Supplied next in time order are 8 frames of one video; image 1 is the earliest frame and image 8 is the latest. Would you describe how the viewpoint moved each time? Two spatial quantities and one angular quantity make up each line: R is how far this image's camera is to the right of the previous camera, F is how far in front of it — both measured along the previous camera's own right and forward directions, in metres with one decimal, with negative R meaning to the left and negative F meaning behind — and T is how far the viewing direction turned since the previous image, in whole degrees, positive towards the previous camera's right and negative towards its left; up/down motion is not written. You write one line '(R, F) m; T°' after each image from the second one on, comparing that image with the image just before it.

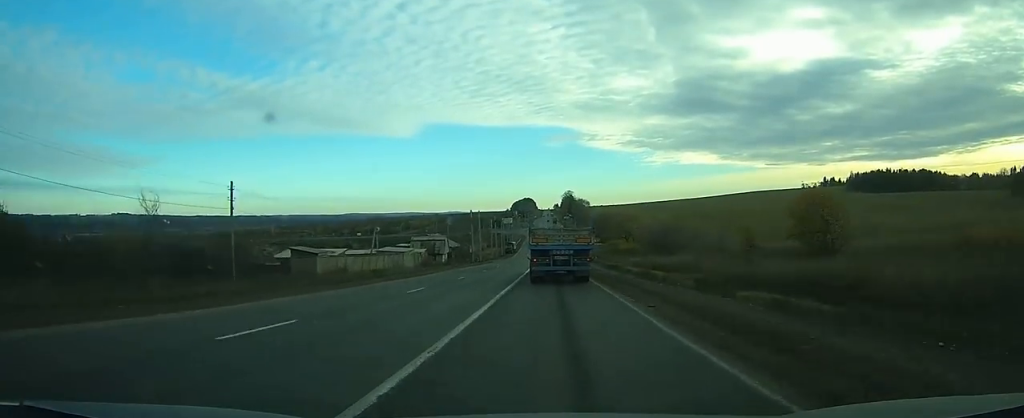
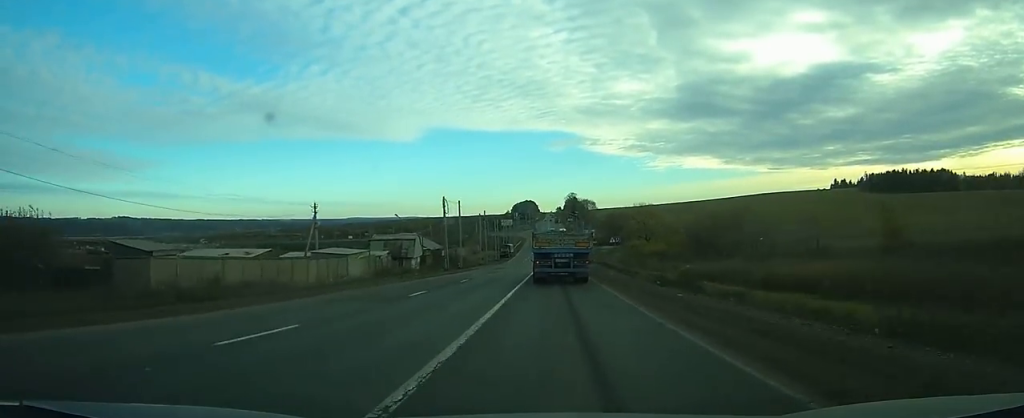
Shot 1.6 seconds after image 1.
(-0.1, +24.3) m; 0°
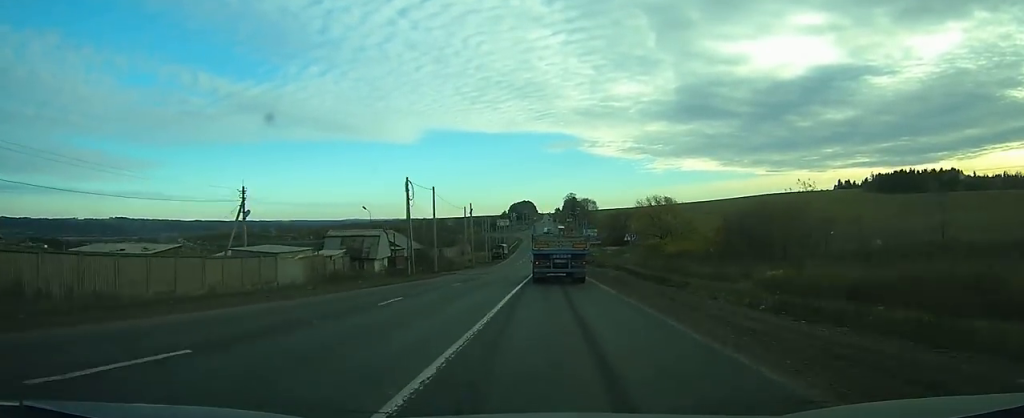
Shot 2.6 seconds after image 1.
(0.0, +15.6) m; 0°
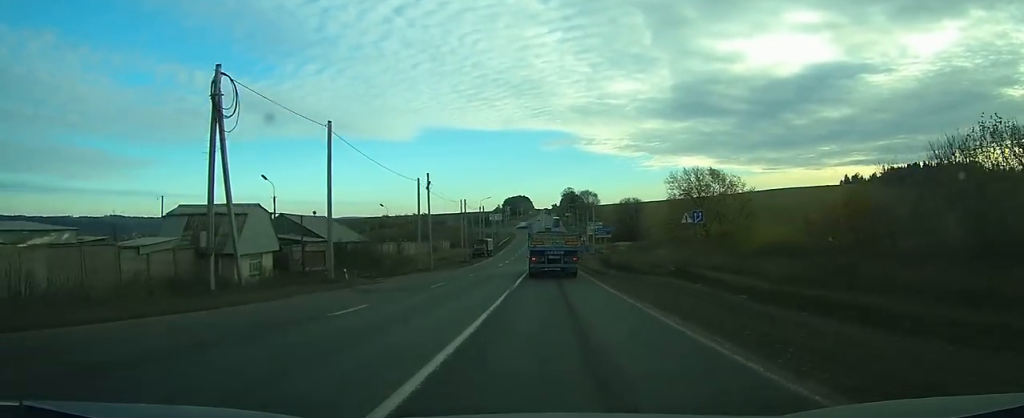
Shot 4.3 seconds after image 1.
(+0.1, +27.5) m; 0°
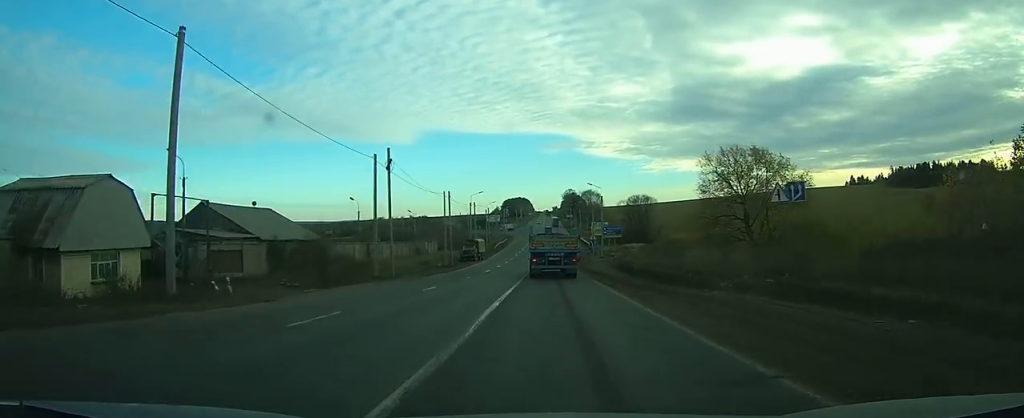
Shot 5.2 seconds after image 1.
(0.0, +13.9) m; 0°
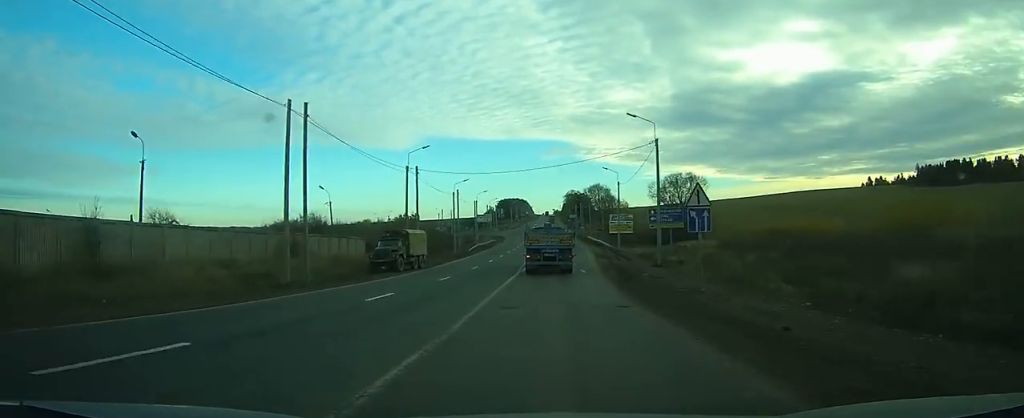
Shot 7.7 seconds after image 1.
(0.0, +41.9) m; 0°
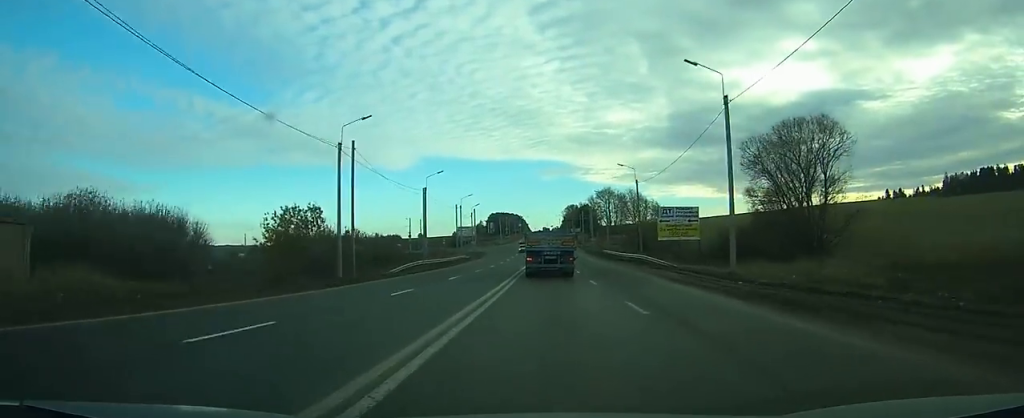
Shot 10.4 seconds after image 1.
(-0.3, +44.6) m; 0°
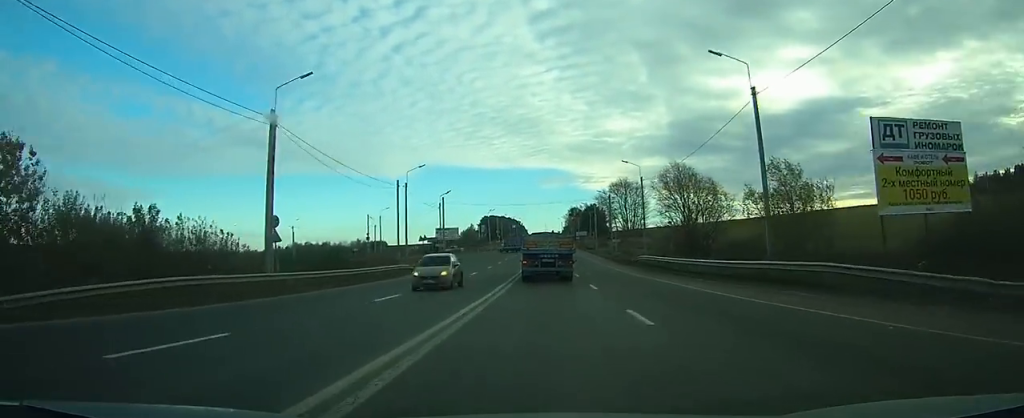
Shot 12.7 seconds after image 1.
(0.0, +38.2) m; 0°
